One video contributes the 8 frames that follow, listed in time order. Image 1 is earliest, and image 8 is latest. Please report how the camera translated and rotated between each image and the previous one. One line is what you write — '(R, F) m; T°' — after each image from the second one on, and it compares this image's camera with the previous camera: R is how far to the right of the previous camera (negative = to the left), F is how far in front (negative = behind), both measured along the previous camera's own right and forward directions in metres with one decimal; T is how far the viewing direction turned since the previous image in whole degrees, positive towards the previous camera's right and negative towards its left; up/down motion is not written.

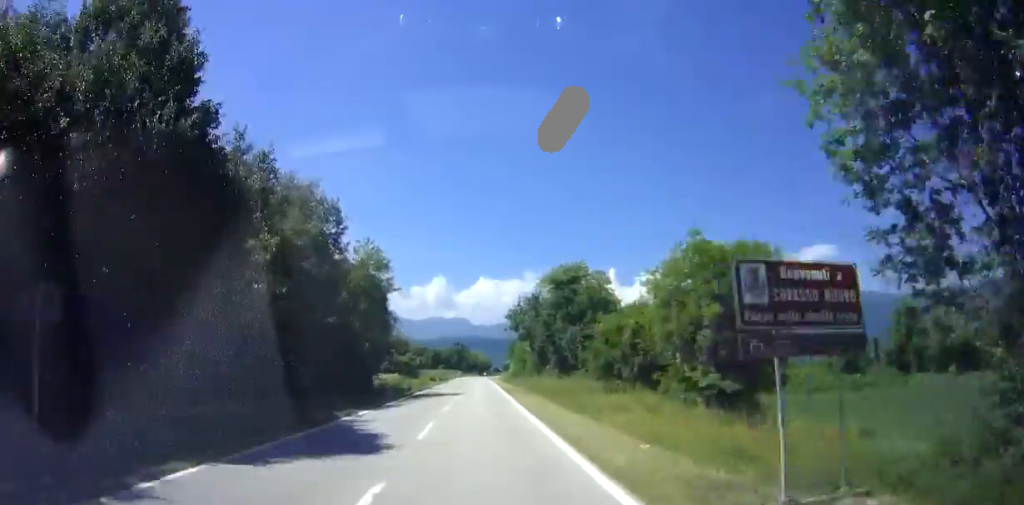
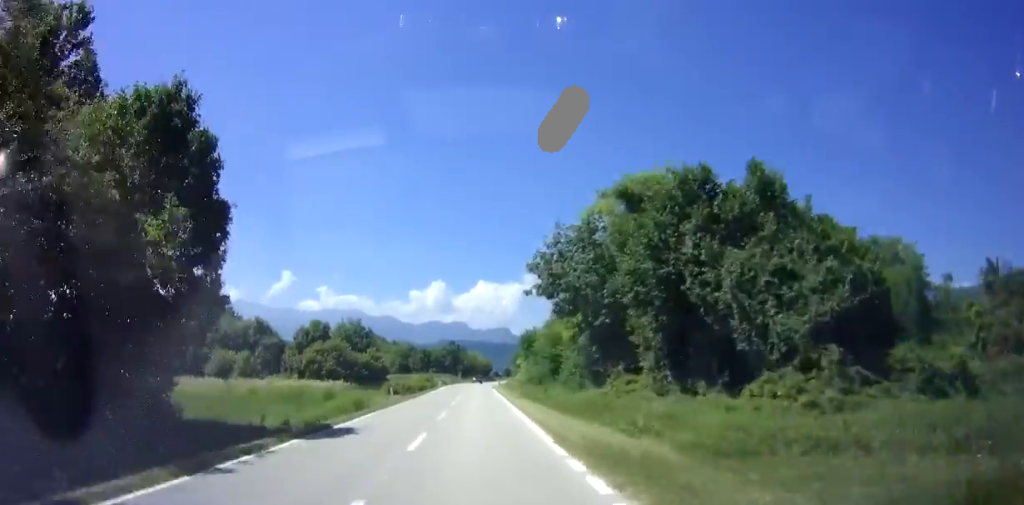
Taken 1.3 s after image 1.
(0.0, +30.6) m; -1°
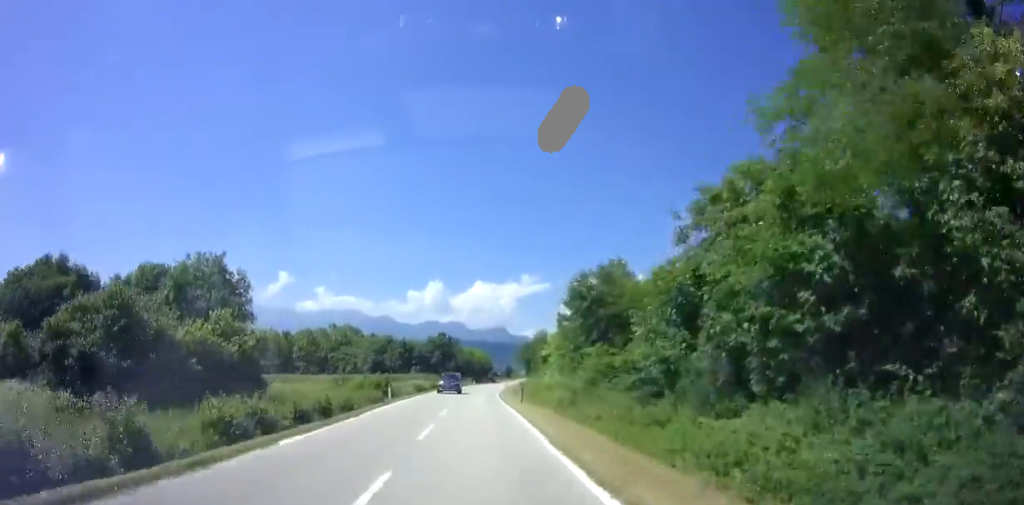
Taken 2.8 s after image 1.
(-0.1, +34.4) m; 0°
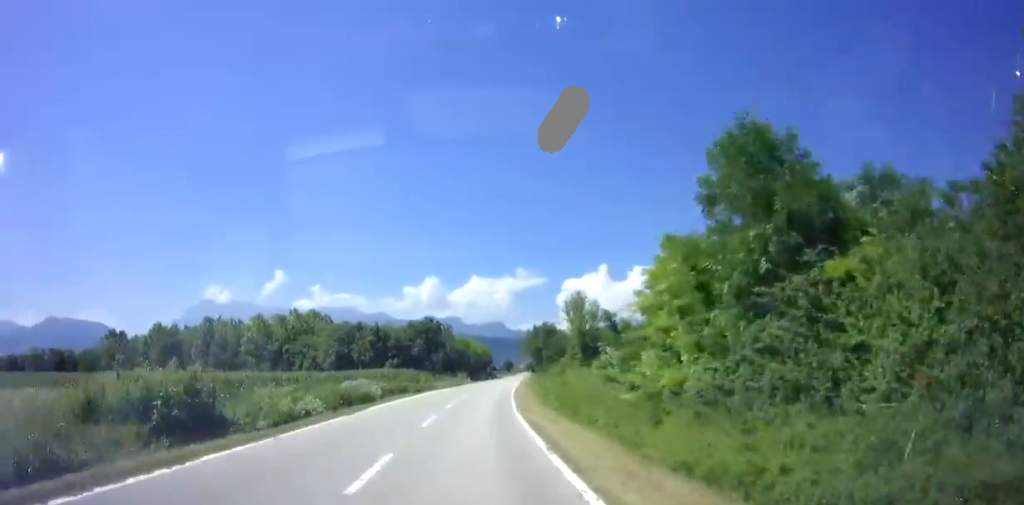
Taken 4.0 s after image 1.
(+0.4, +27.6) m; +2°
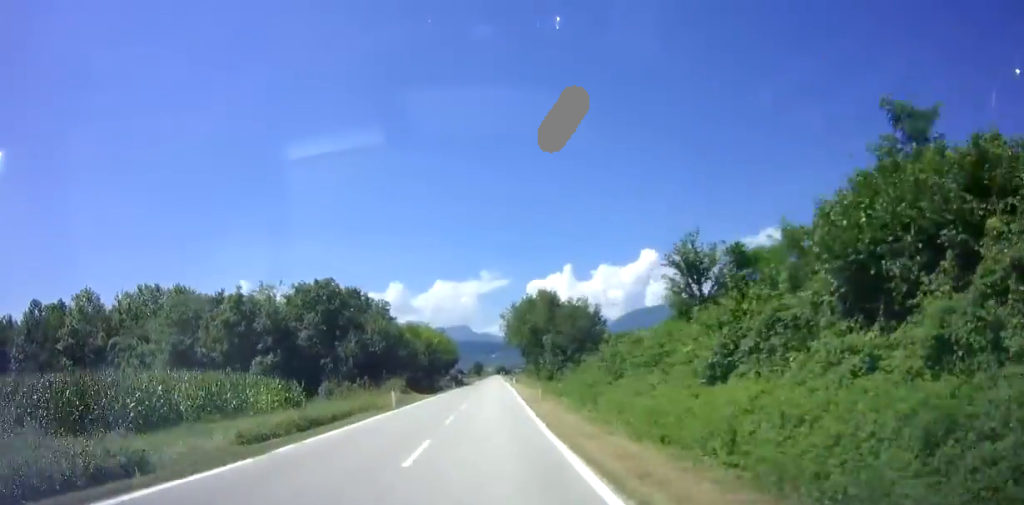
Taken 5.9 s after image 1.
(+1.4, +42.7) m; +3°
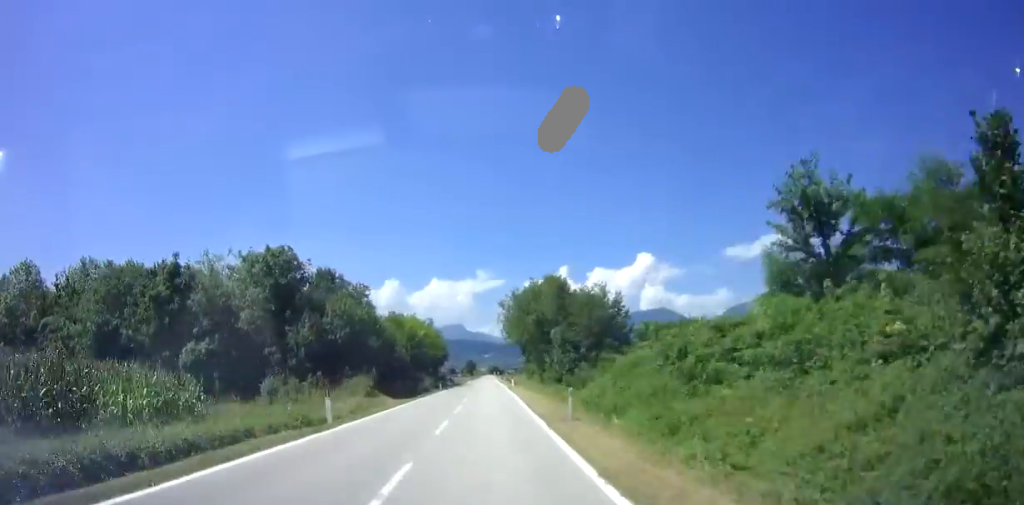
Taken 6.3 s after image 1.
(+0.1, +10.2) m; 0°
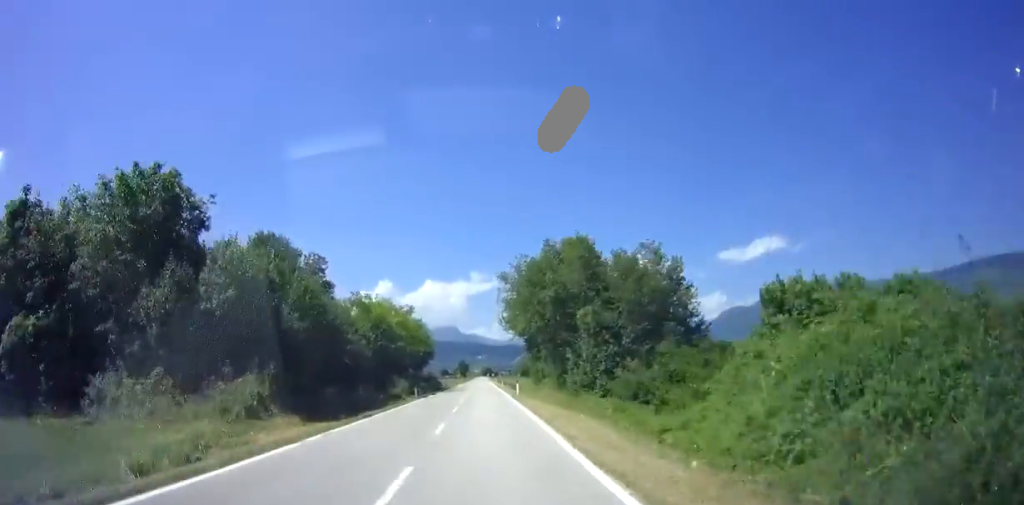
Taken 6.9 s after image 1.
(0.0, +14.8) m; 0°
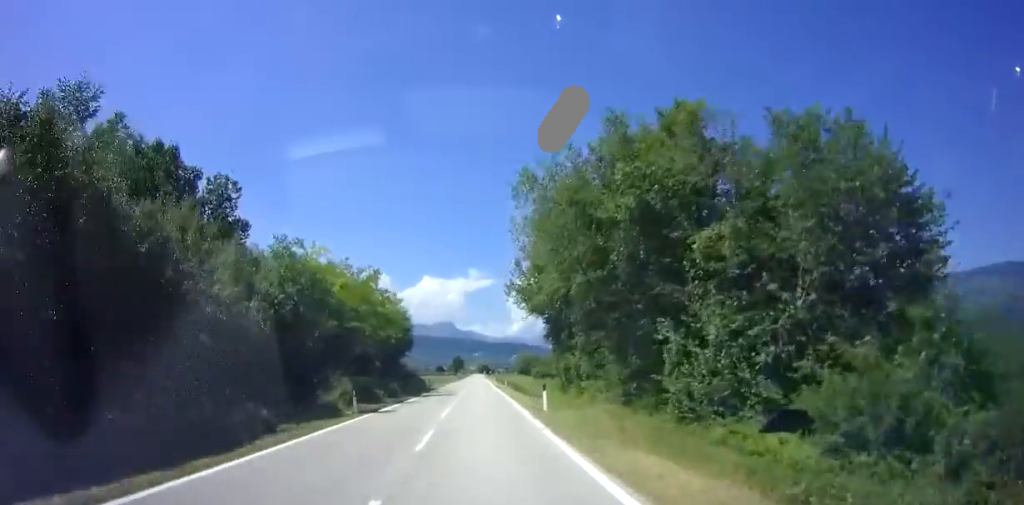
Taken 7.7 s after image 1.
(0.0, +17.2) m; 0°
